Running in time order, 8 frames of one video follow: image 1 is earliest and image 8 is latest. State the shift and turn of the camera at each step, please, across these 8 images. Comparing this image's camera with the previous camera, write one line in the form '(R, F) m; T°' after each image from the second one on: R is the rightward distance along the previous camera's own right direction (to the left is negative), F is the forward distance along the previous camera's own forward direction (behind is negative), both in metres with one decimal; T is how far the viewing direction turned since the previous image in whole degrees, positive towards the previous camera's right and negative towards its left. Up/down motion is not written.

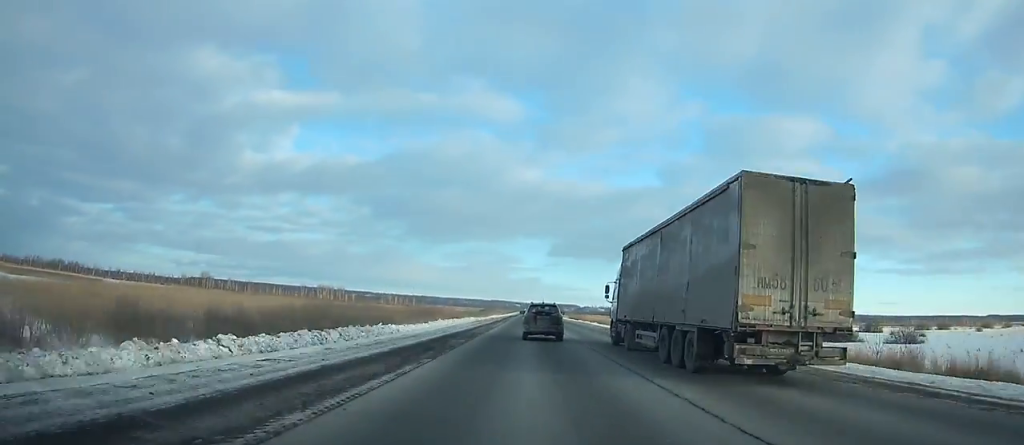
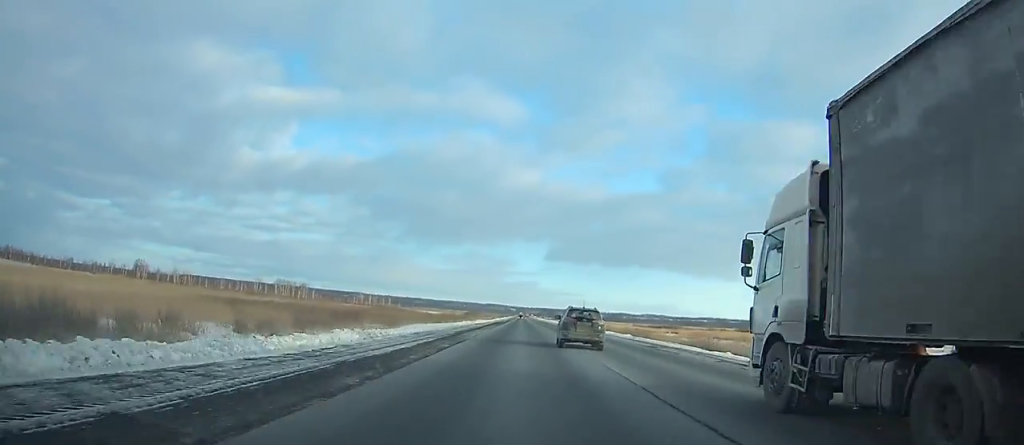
(+0.3, +62.0) m; +1°
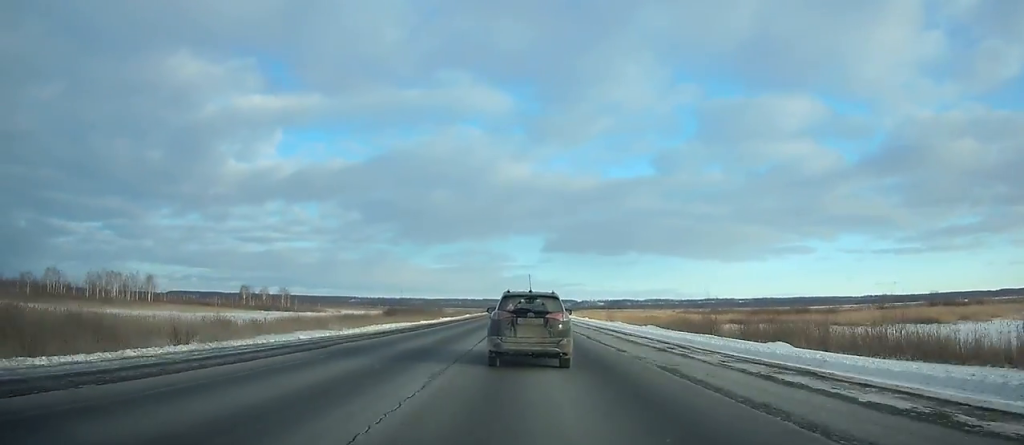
(+1.7, +144.5) m; +1°
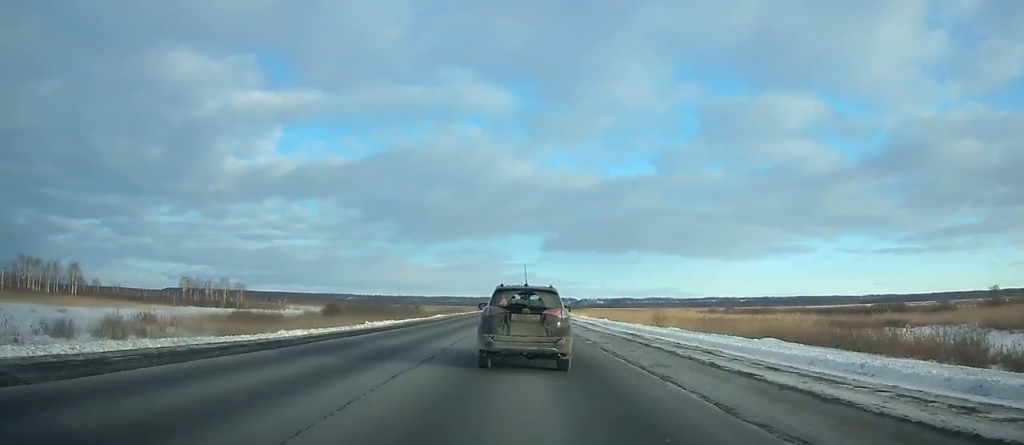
(-0.3, +41.4) m; 0°
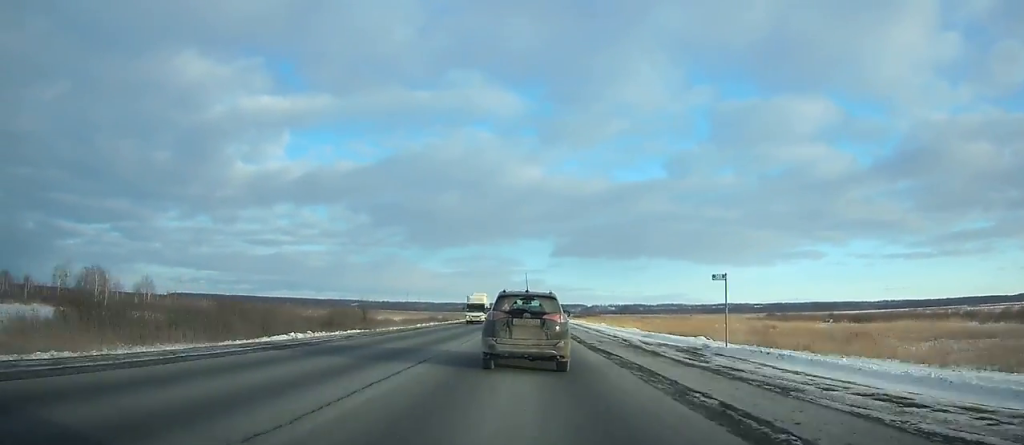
(-0.2, +61.5) m; -1°
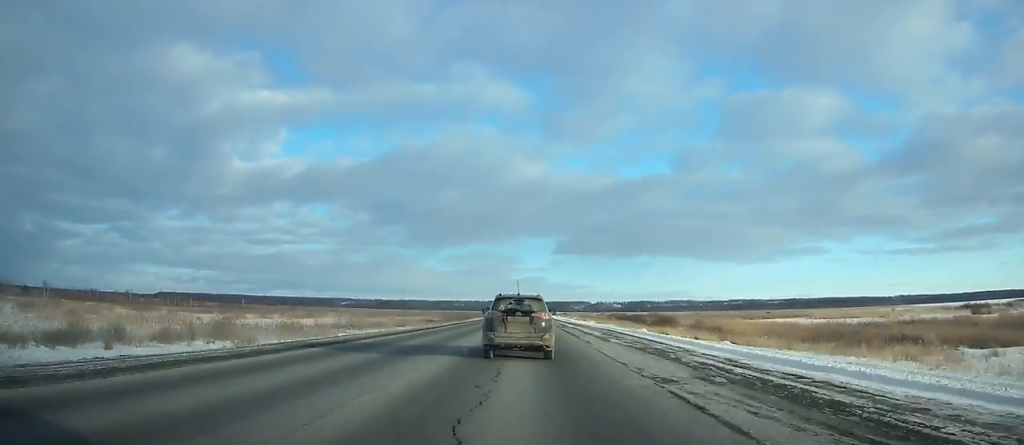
(-1.3, +193.6) m; -1°
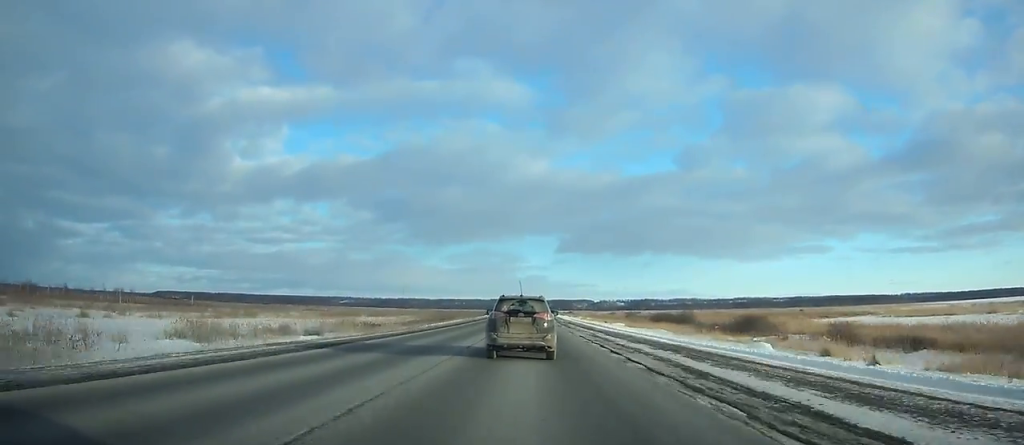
(-0.2, +46.9) m; 0°
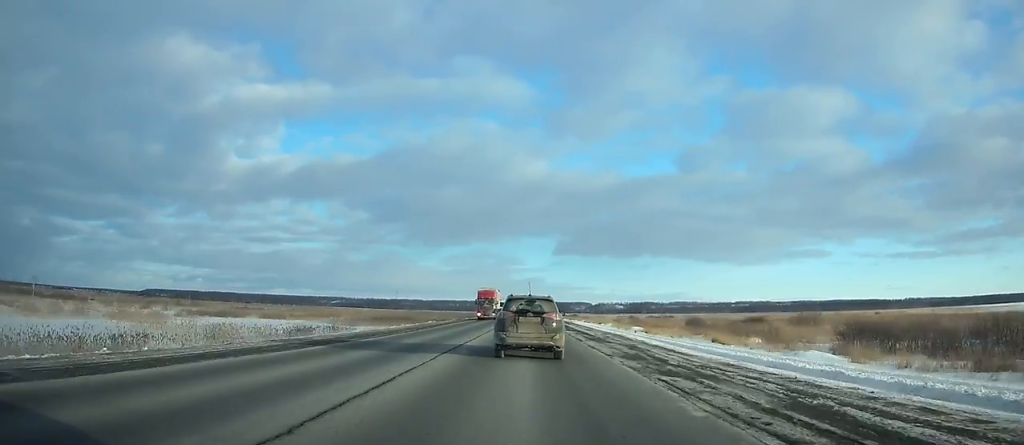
(+0.1, +85.6) m; 0°
